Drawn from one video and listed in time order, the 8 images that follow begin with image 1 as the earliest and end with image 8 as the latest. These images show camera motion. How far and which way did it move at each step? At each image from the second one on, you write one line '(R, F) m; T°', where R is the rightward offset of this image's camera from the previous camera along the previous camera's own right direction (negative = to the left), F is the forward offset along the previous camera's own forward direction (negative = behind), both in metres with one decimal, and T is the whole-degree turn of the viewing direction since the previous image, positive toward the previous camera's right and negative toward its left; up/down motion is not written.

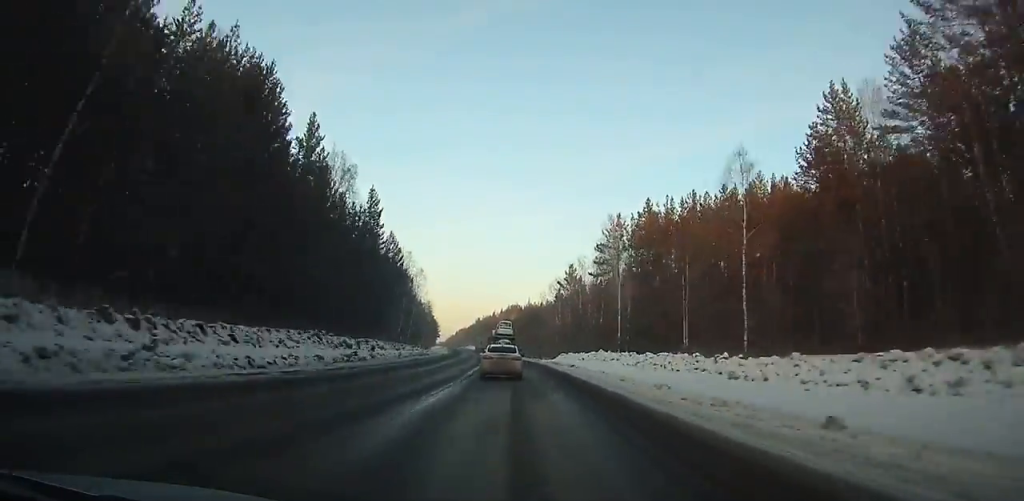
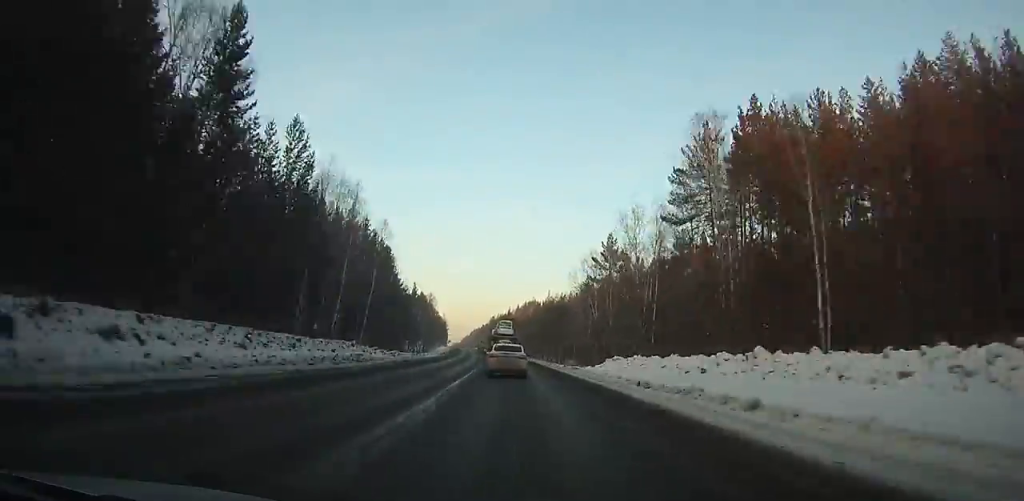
(-0.5, +35.8) m; -2°
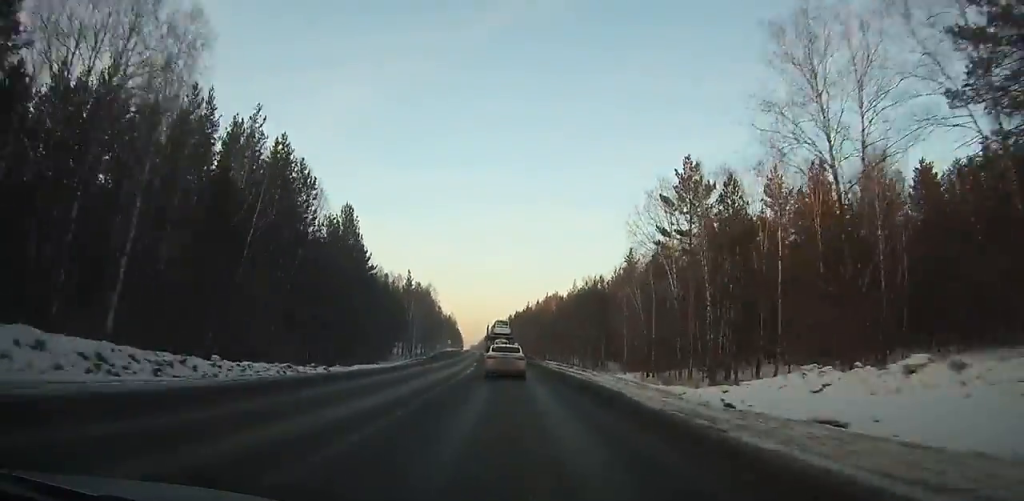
(+0.1, +39.6) m; -2°
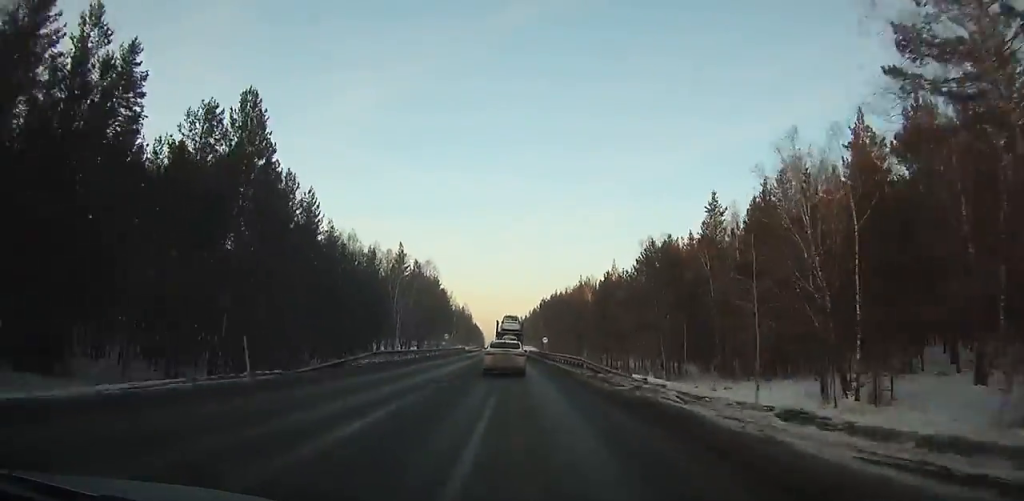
(-1.2, +38.3) m; -1°
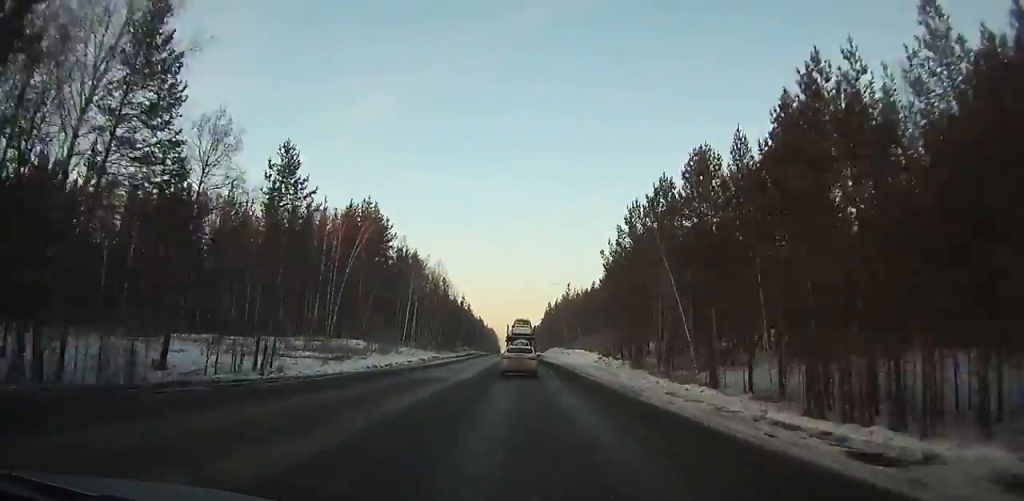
(-1.8, +103.2) m; -1°
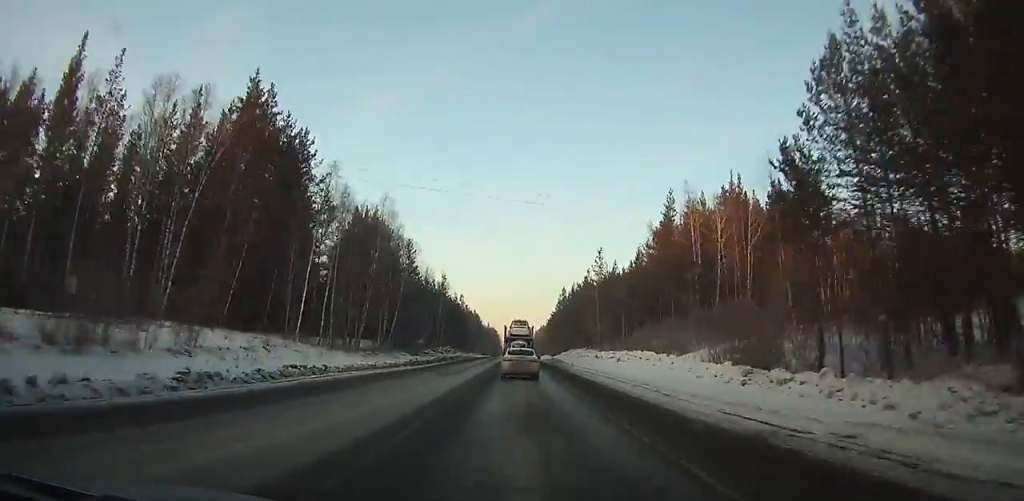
(0.0, +40.6) m; 0°
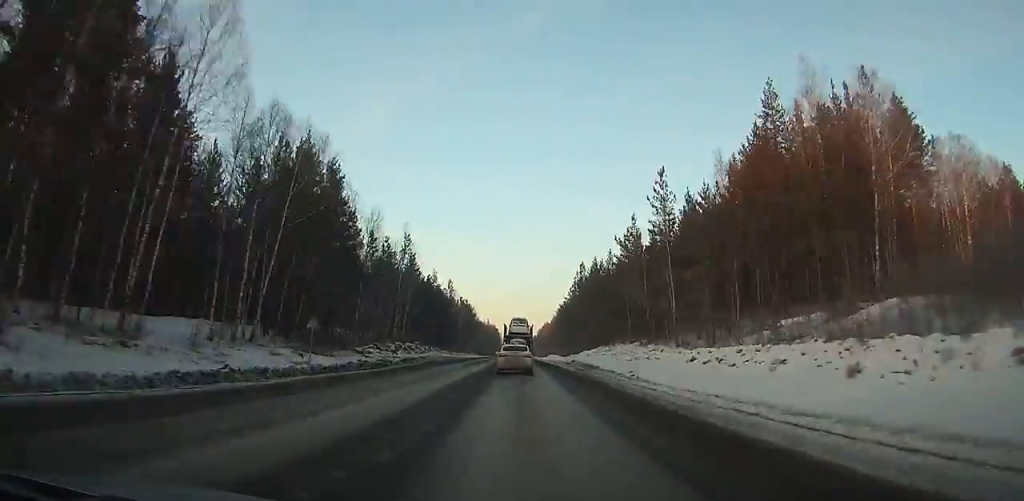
(0.0, +34.9) m; 0°
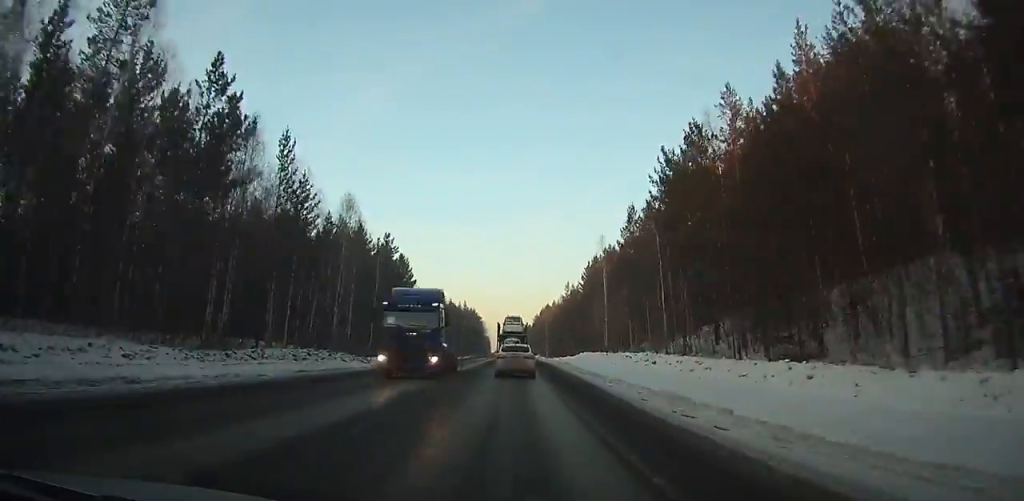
(+0.5, +118.6) m; +1°
